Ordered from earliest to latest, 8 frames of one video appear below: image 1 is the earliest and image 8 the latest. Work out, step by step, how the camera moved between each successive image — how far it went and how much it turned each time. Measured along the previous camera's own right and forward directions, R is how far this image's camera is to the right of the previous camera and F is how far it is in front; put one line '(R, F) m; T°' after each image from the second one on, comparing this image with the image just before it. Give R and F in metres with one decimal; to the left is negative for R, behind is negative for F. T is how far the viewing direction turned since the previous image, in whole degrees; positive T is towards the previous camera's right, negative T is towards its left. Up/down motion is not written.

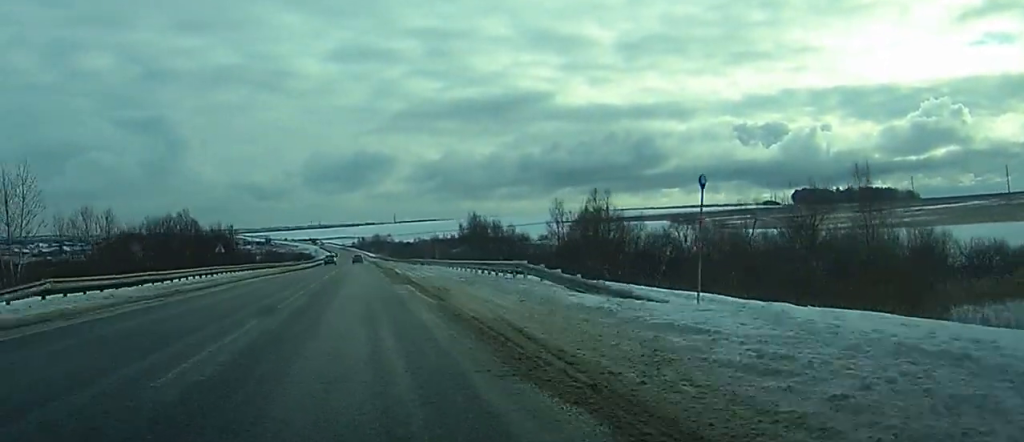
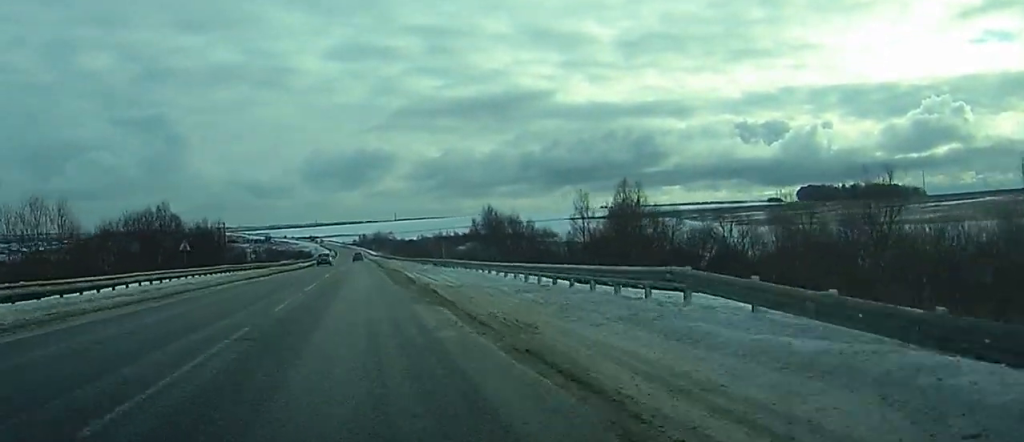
(0.0, +14.3) m; 0°
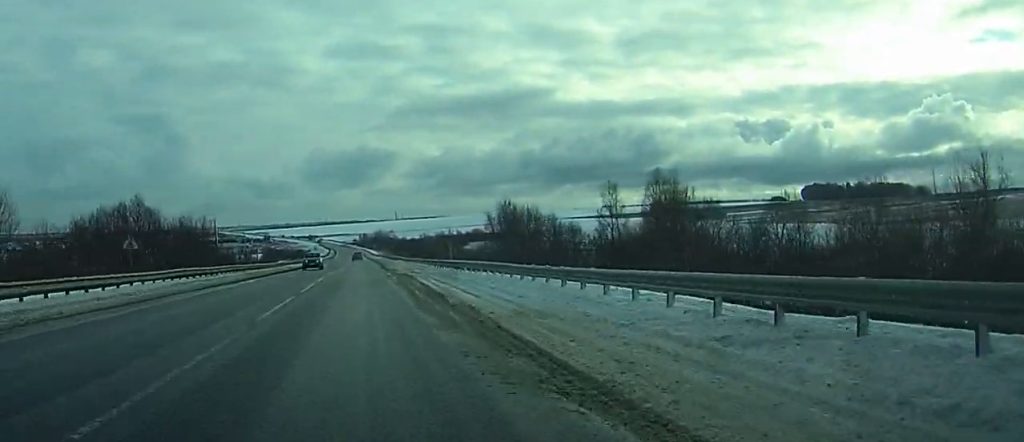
(0.0, +13.3) m; 0°
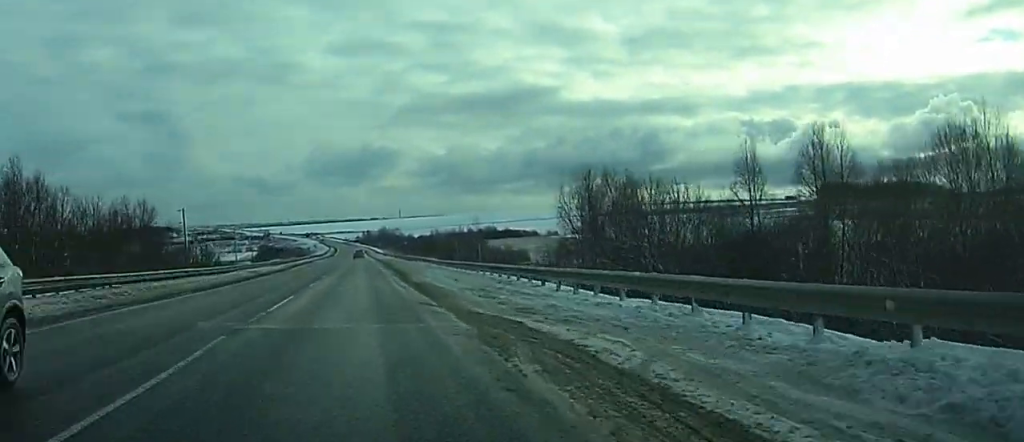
(-0.2, +36.8) m; 0°
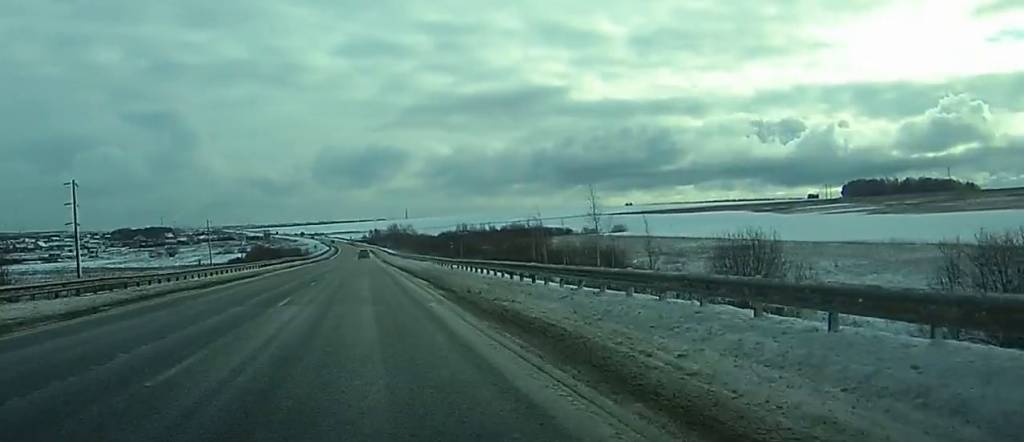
(-0.1, +62.1) m; 0°
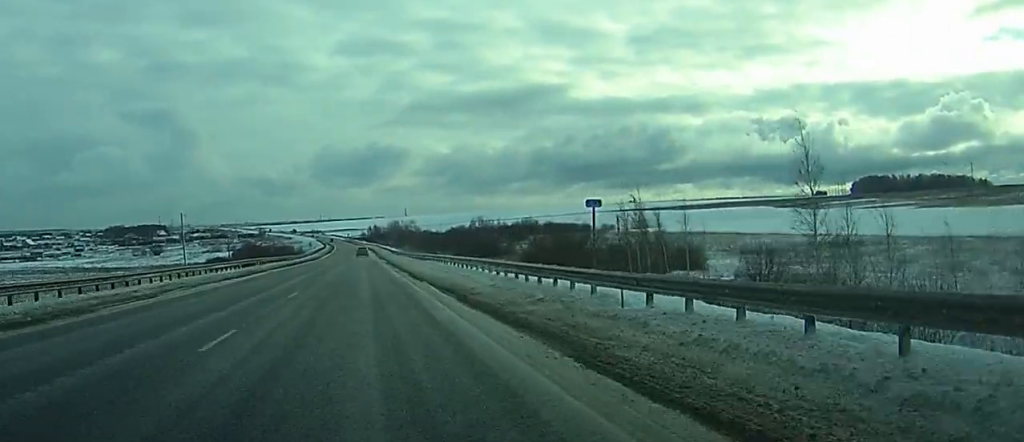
(-0.1, +33.3) m; 0°
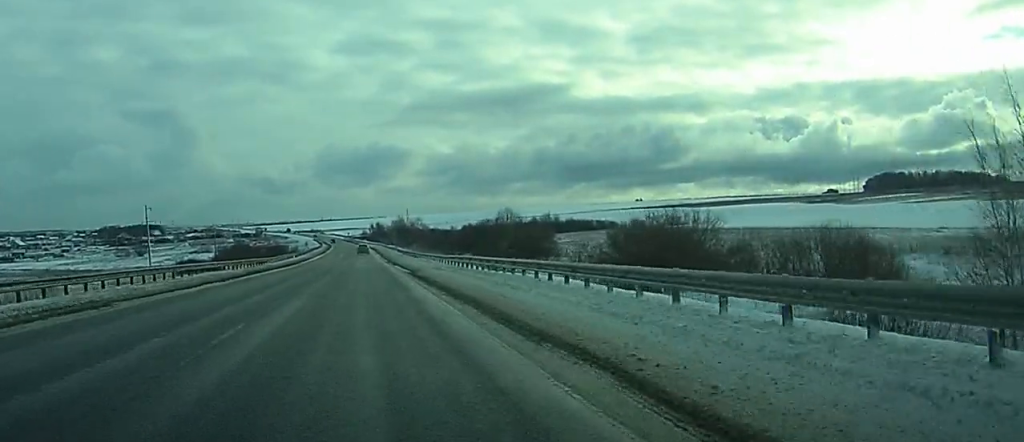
(-0.2, +35.2) m; -1°
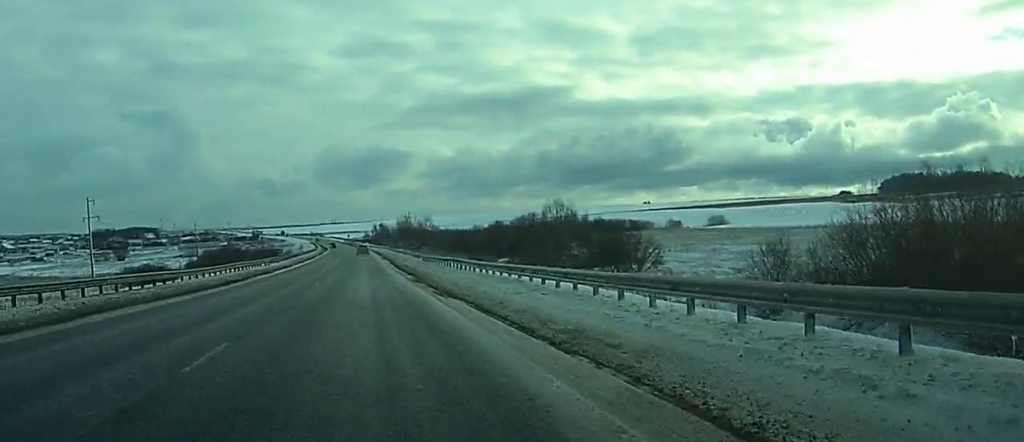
(-0.3, +37.5) m; -1°
